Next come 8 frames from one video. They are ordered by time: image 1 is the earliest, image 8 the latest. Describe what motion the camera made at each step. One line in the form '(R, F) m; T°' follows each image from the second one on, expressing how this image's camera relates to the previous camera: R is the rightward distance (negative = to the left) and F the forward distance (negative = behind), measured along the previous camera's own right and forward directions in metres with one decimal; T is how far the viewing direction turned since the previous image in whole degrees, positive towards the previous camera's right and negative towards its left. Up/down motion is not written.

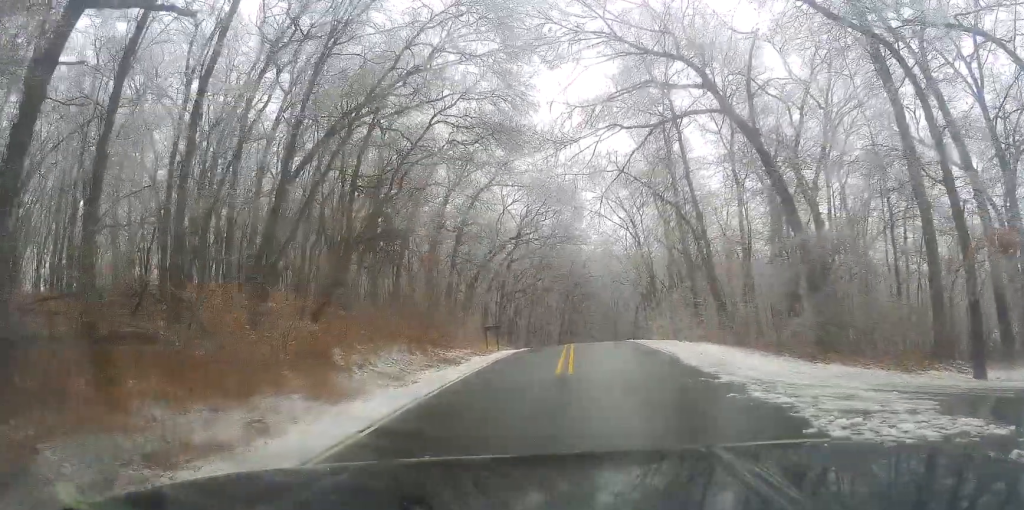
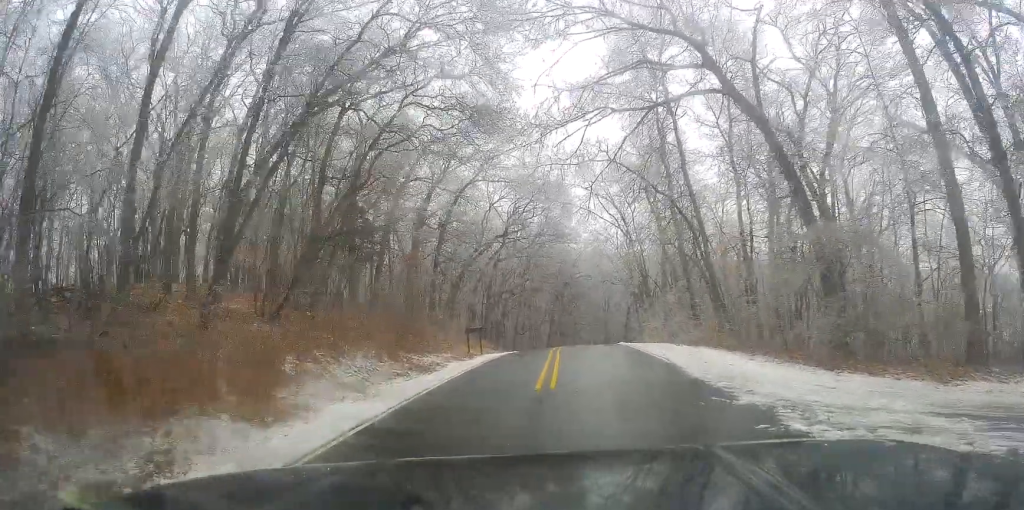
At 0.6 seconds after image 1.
(0.0, +2.6) m; +1°
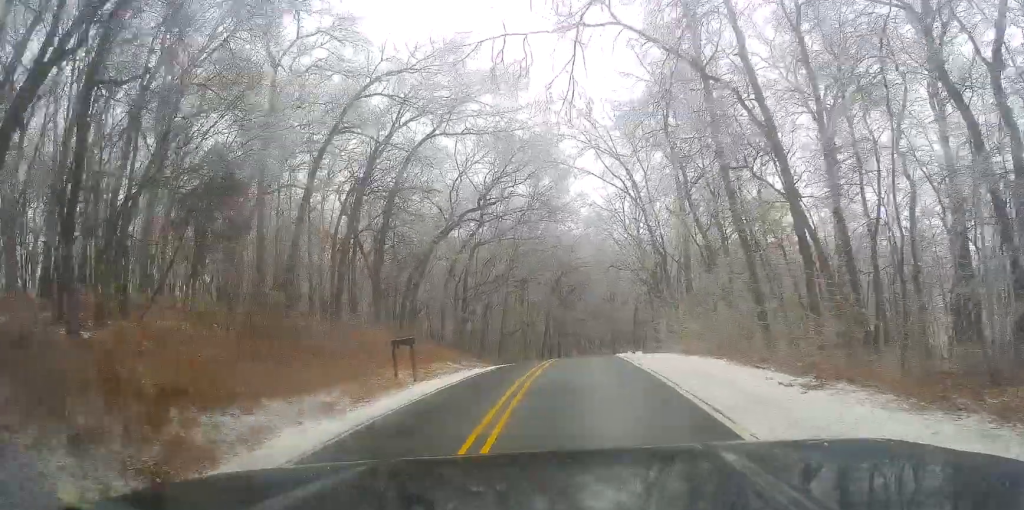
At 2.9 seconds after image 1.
(+0.5, +14.4) m; 0°
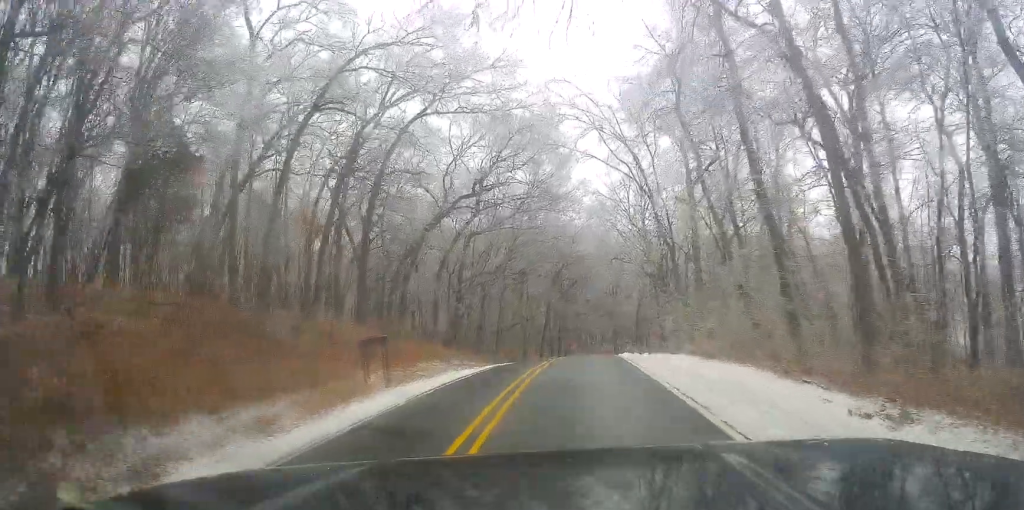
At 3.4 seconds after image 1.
(0.0, +3.3) m; -1°
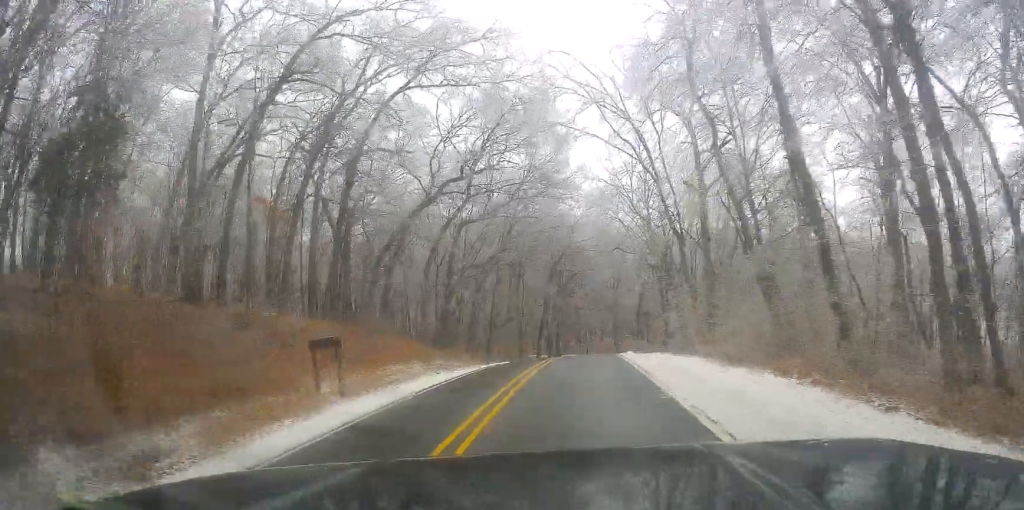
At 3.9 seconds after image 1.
(-0.3, +4.1) m; -1°
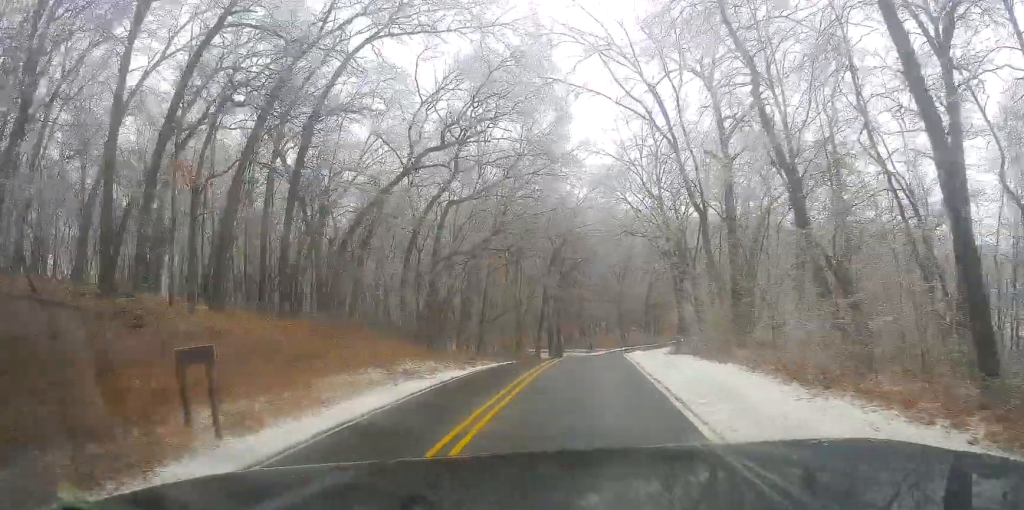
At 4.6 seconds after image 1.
(0.0, +6.5) m; 0°
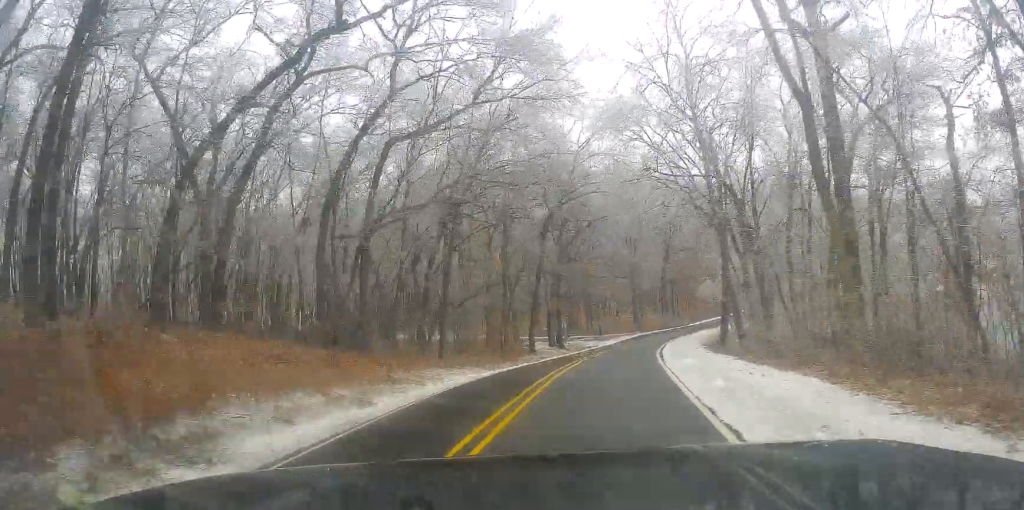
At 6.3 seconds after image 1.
(+0.1, +15.2) m; +1°
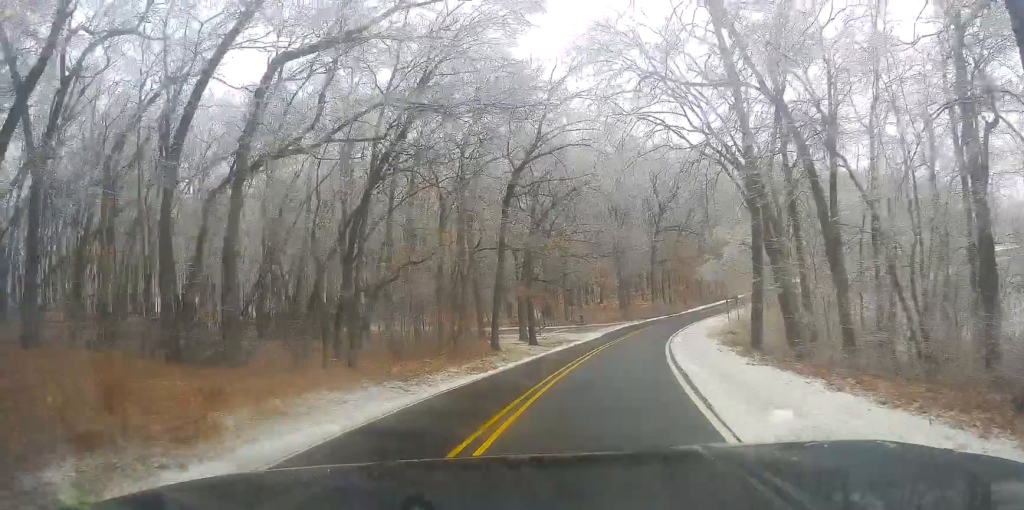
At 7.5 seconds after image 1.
(+0.1, +11.3) m; 0°
